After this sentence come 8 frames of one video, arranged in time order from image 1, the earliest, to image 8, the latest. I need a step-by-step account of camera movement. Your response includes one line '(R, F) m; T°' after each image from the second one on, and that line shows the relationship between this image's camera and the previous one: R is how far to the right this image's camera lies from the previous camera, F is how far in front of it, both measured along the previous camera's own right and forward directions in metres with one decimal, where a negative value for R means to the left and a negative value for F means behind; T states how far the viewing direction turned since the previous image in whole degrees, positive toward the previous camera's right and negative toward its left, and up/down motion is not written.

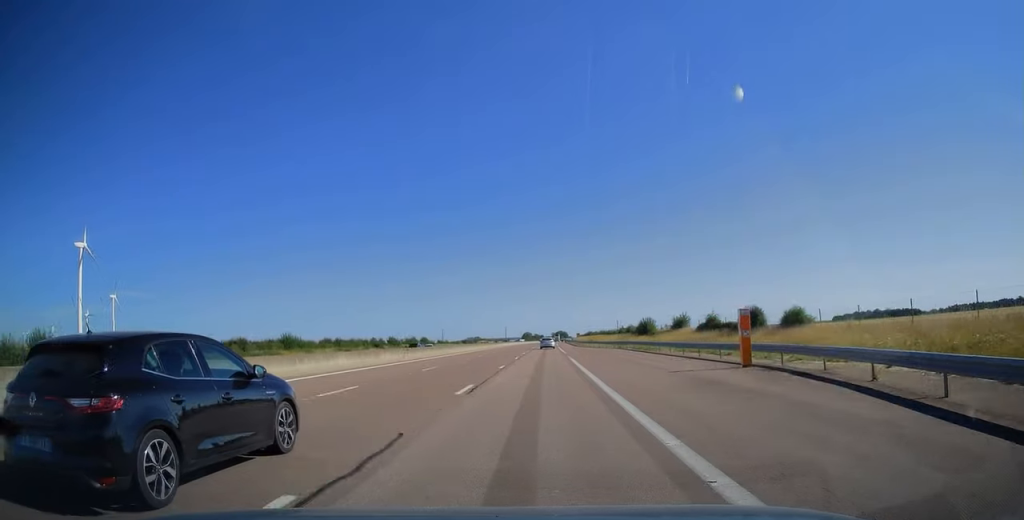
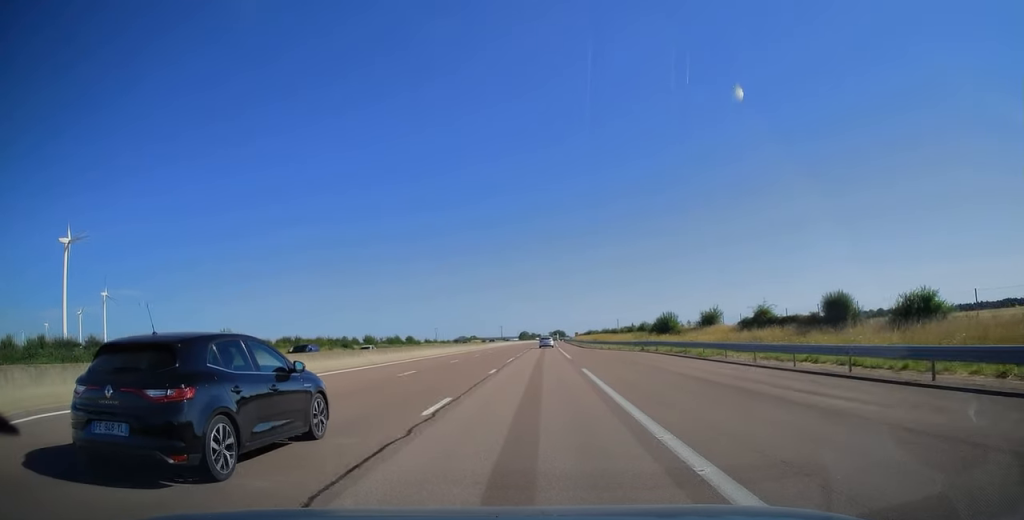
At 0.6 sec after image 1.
(+0.1, +17.2) m; 0°
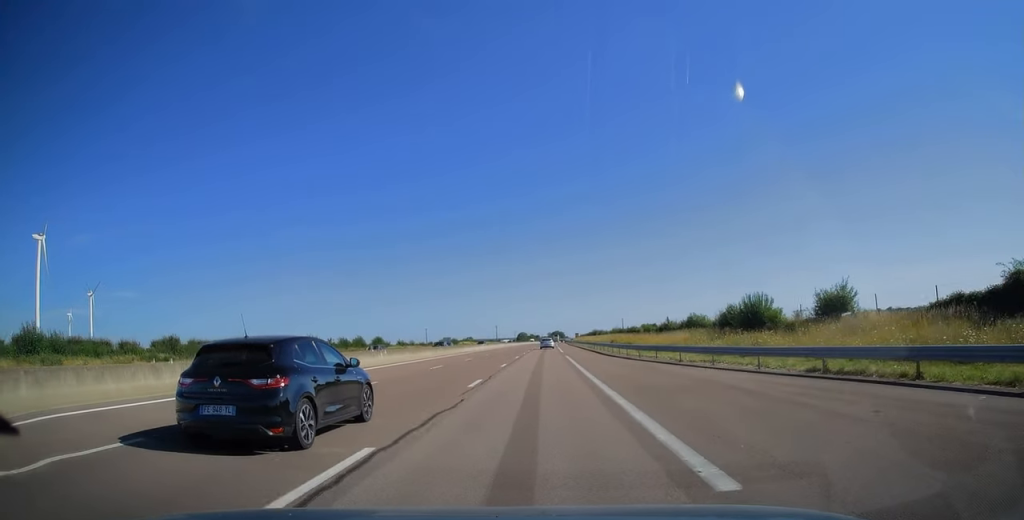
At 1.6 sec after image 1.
(+0.1, +31.9) m; 0°
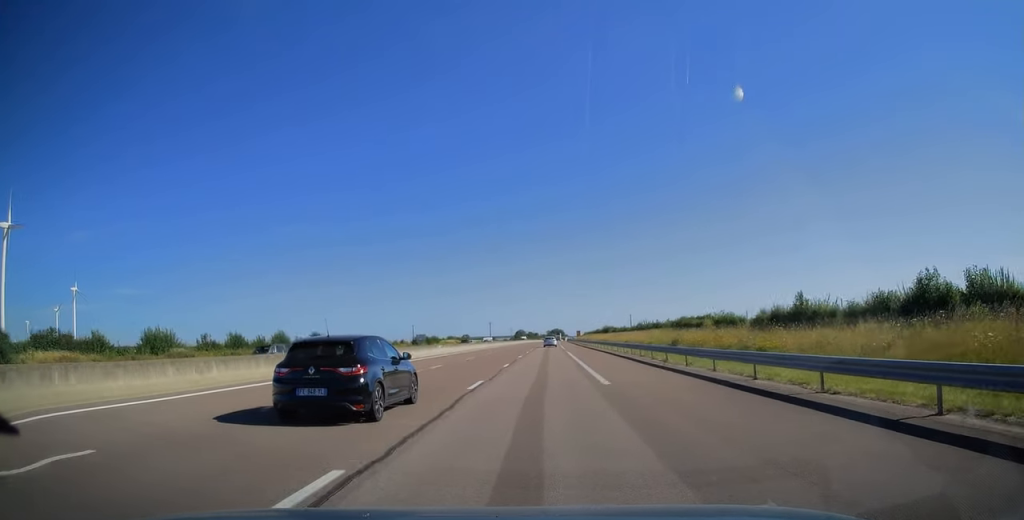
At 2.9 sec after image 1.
(0.0, +40.1) m; 0°
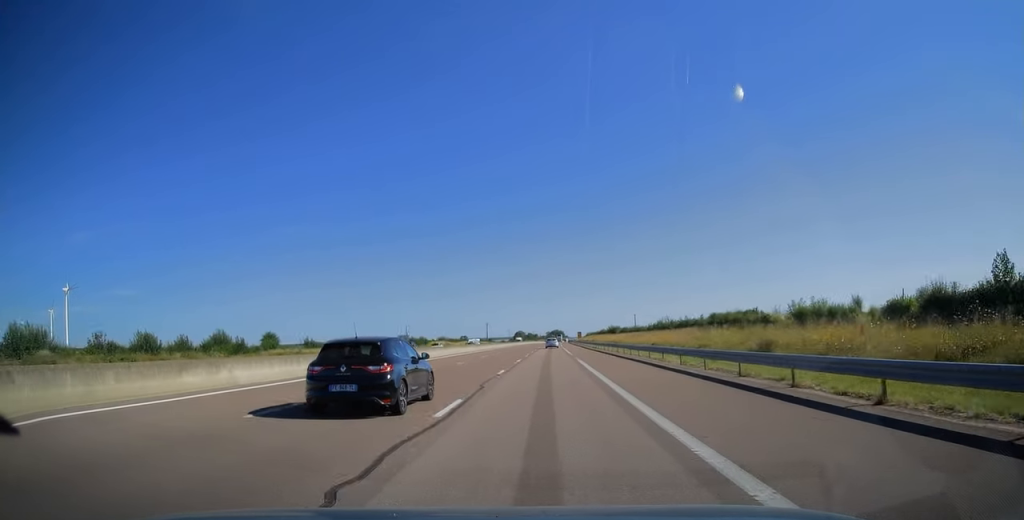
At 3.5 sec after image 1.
(0.0, +18.2) m; 0°
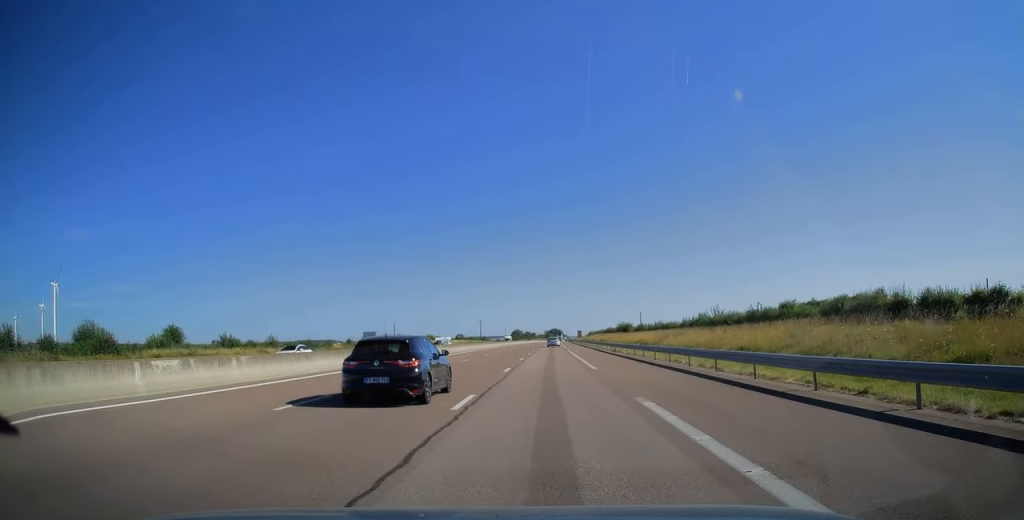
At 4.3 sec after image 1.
(0.0, +24.8) m; 0°
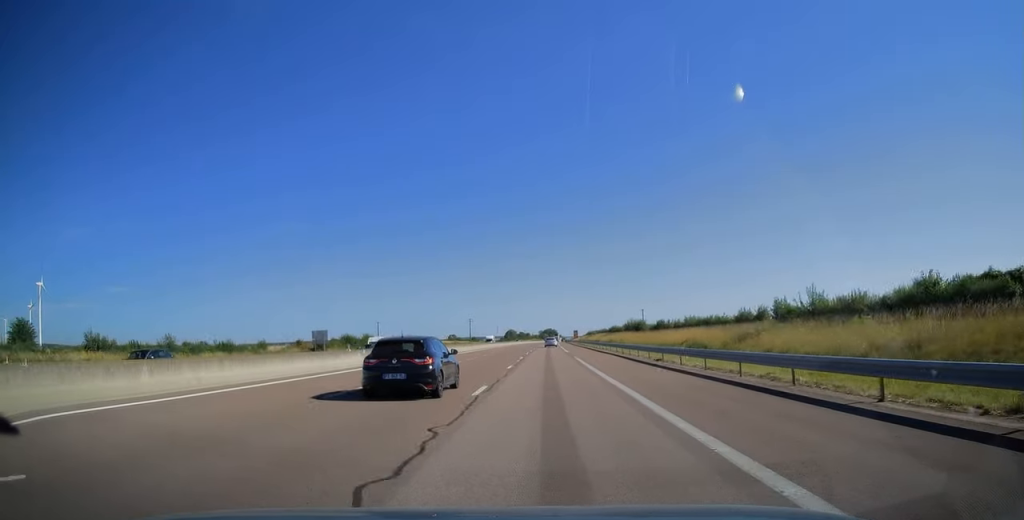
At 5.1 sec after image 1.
(0.0, +22.8) m; 0°
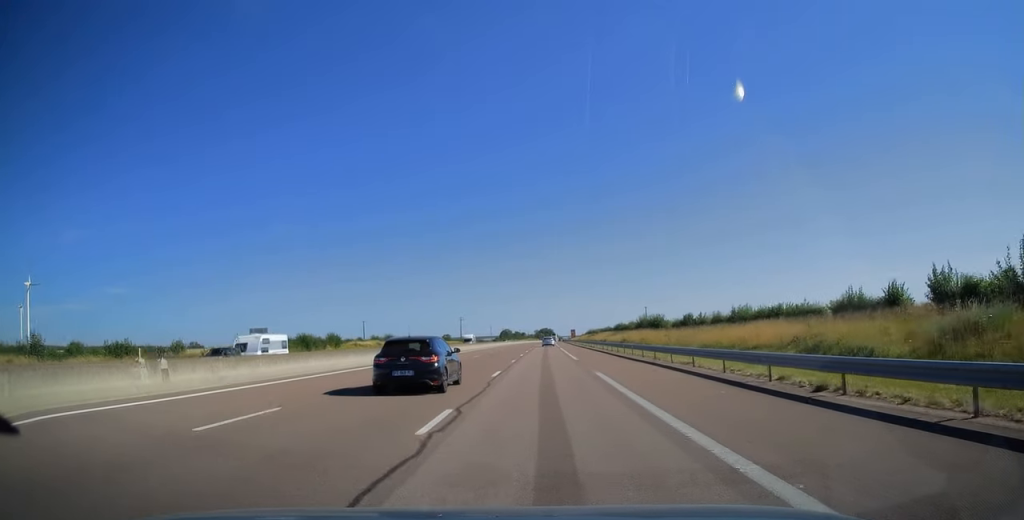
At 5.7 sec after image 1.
(+0.1, +18.7) m; 0°
